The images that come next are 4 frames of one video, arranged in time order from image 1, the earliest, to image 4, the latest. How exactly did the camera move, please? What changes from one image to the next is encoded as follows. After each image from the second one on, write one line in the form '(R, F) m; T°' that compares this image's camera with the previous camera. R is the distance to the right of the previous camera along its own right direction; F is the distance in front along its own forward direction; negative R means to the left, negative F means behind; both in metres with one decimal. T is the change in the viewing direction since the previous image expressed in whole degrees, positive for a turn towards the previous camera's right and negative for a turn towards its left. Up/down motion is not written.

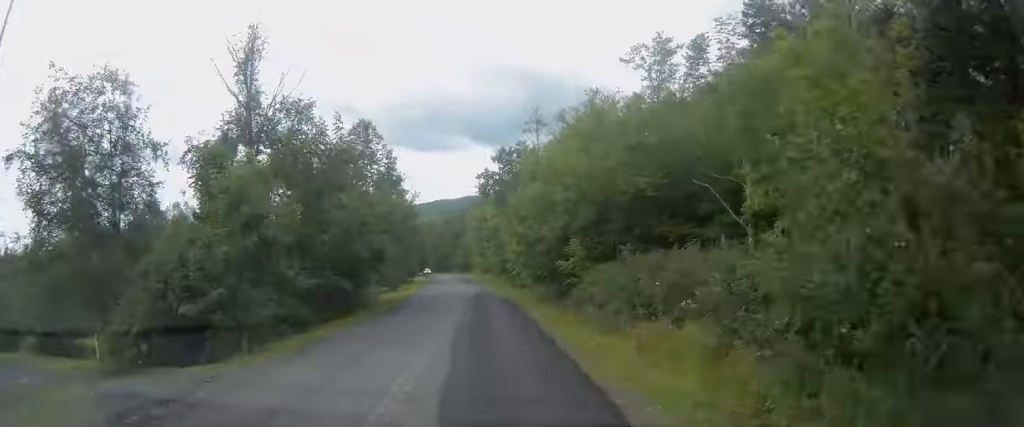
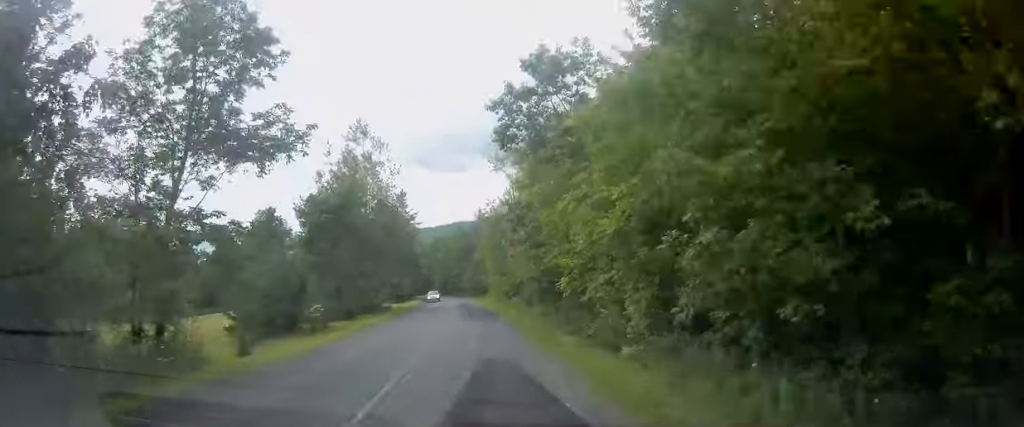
(-1.0, +31.5) m; -3°
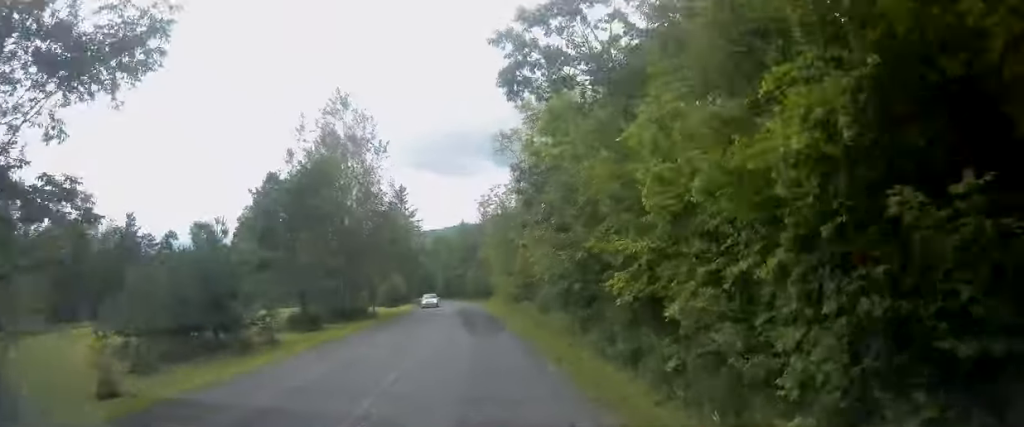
(0.0, +9.1) m; -1°
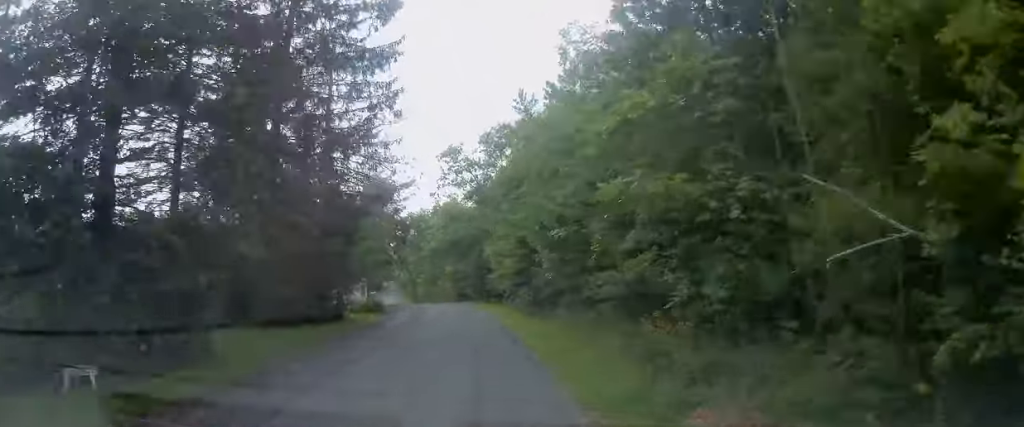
(-7.5, +101.6) m; -10°
